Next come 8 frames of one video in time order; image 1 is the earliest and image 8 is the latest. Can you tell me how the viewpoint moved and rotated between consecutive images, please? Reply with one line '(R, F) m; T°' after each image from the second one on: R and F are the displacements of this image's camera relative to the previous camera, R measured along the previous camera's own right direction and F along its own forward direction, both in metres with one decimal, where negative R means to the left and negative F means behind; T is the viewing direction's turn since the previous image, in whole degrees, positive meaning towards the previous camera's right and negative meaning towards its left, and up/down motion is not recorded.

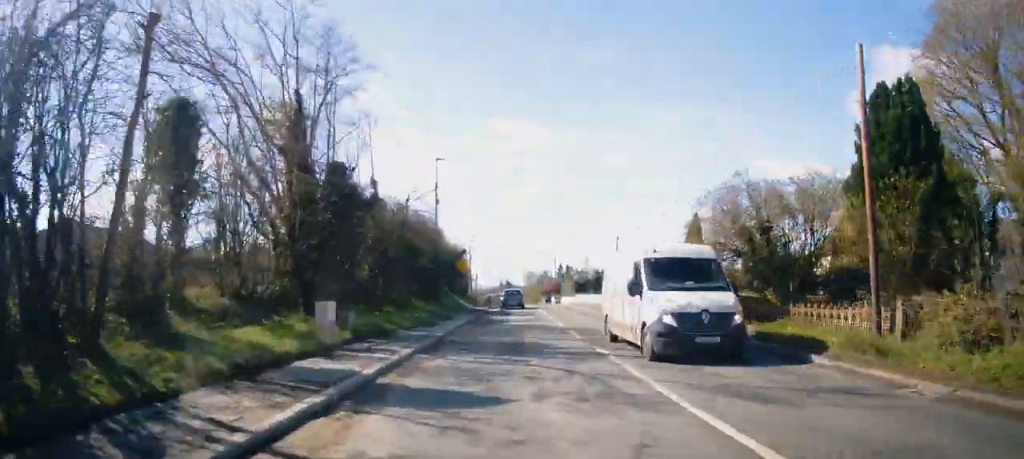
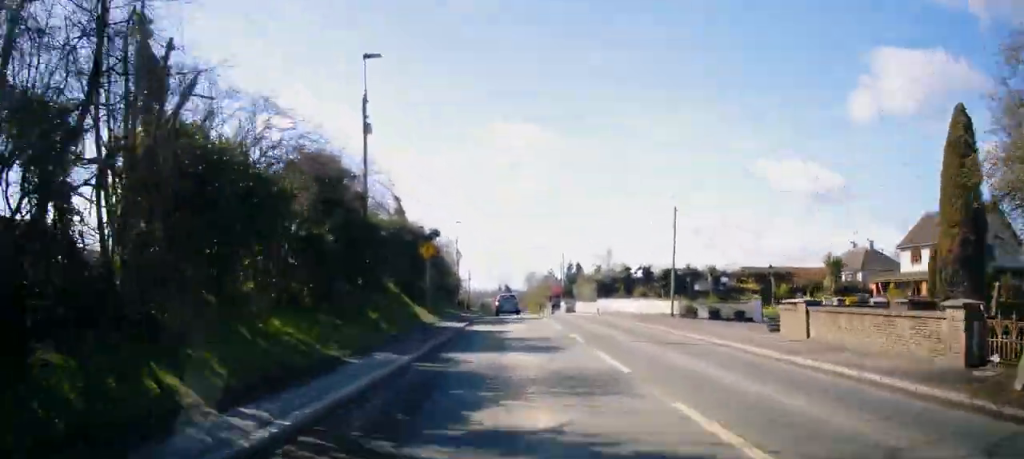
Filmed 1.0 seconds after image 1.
(+0.2, +18.5) m; 0°
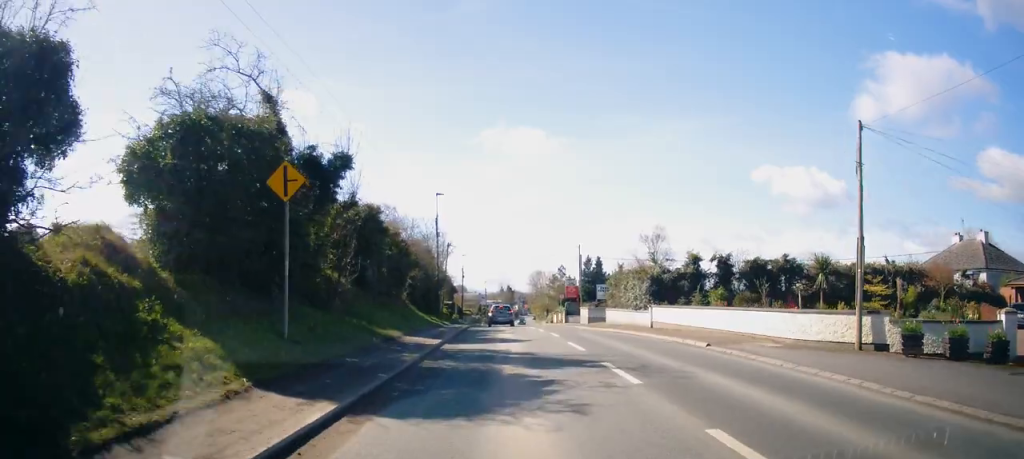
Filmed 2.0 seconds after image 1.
(-0.1, +18.4) m; -1°
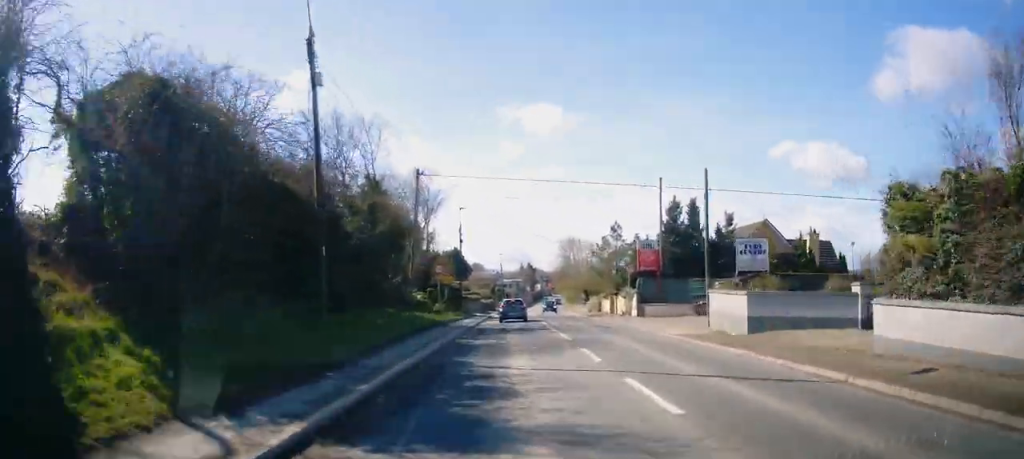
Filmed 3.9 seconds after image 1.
(-0.4, +30.6) m; -1°
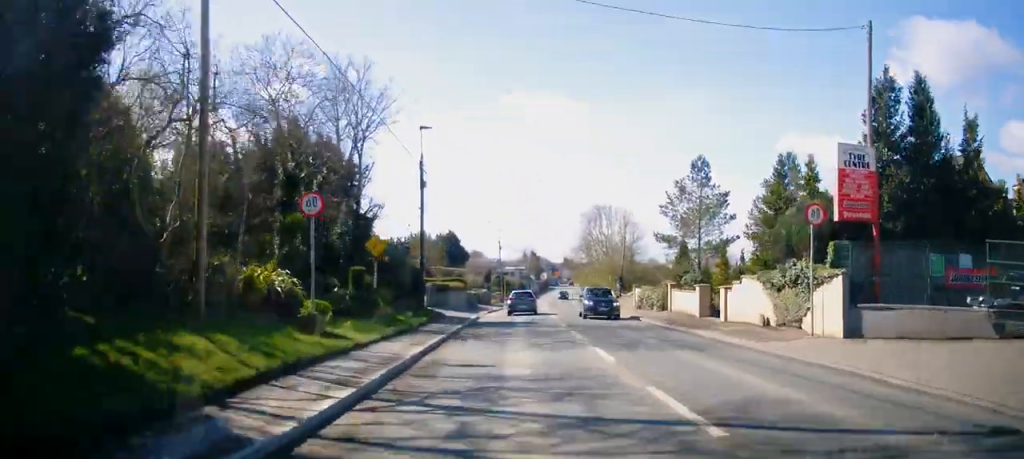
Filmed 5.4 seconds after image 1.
(-0.4, +24.2) m; -1°
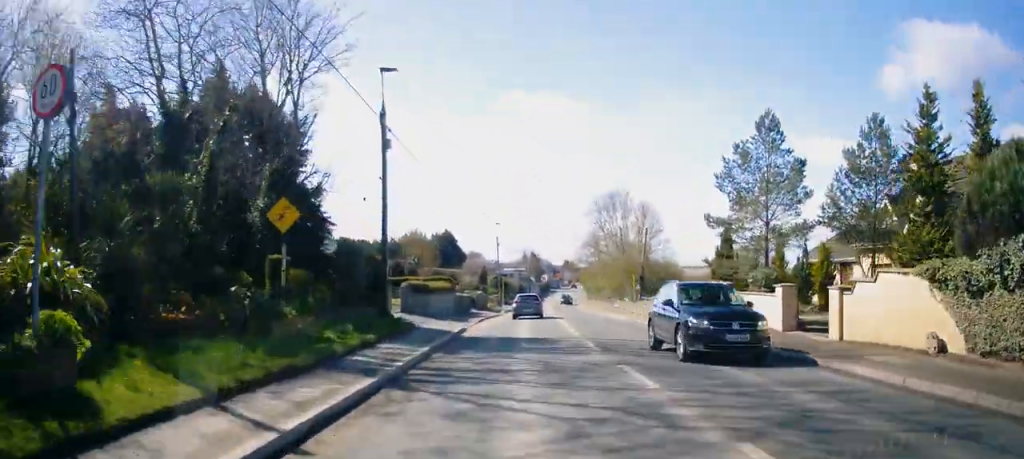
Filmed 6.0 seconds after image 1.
(0.0, +8.9) m; +1°
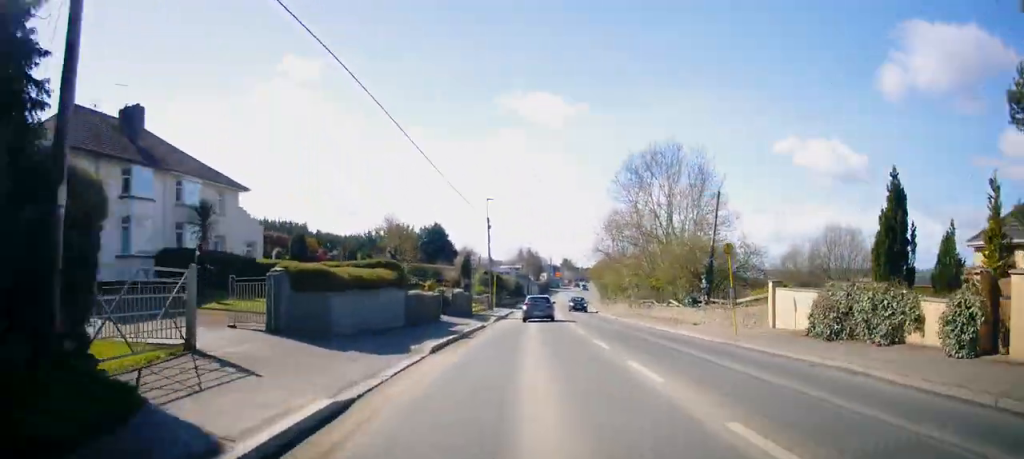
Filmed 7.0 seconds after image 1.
(+0.4, +16.7) m; +1°
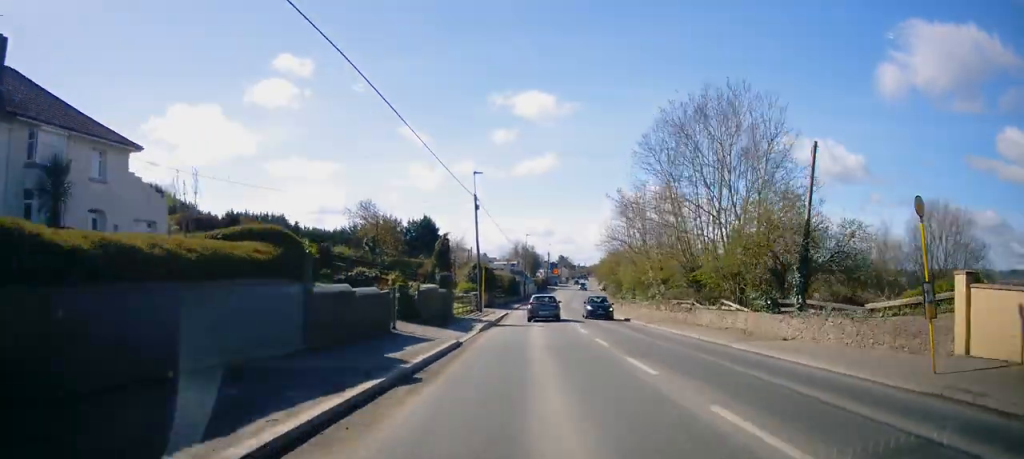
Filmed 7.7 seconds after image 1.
(0.0, +10.4) m; 0°
